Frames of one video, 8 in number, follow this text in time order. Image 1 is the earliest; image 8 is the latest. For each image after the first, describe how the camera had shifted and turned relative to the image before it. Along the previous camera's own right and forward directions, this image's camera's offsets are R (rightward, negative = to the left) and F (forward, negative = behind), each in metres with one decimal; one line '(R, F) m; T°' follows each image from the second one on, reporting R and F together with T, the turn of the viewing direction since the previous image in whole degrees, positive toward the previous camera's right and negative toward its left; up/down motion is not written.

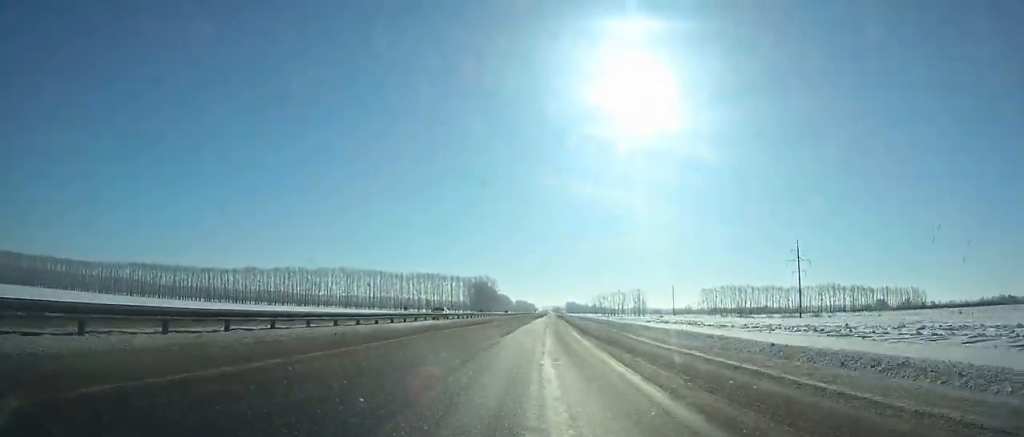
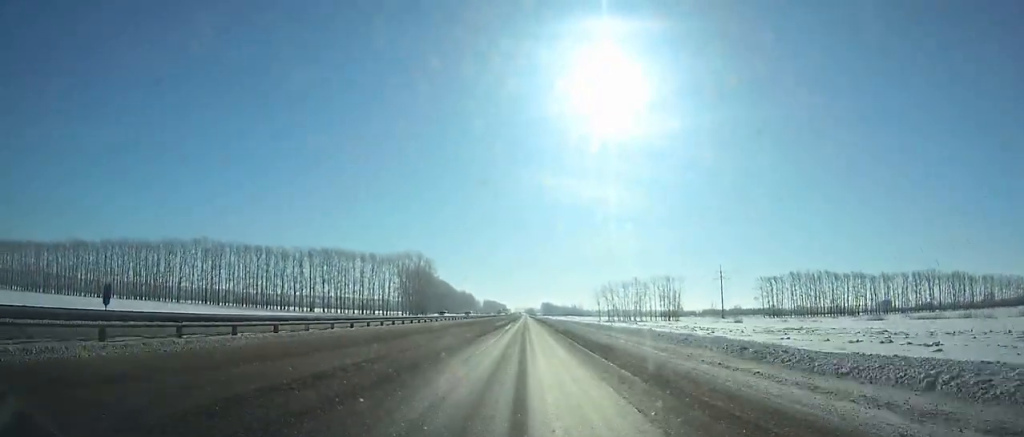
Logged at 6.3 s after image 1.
(+4.2, +145.2) m; +2°
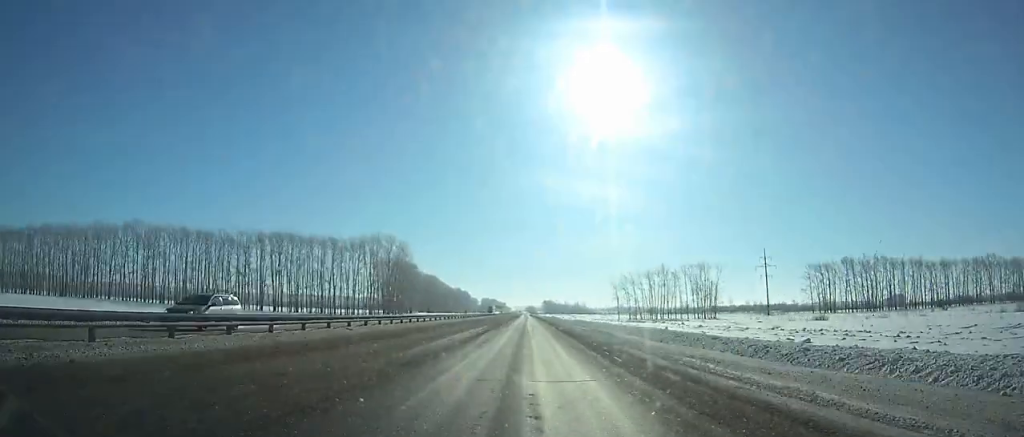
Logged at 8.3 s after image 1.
(-0.1, +48.0) m; 0°
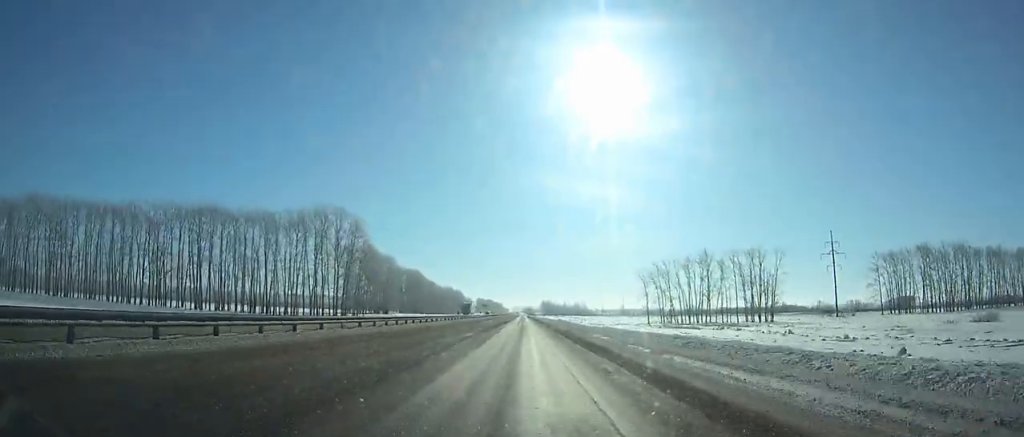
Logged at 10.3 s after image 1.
(-0.1, +48.8) m; 0°
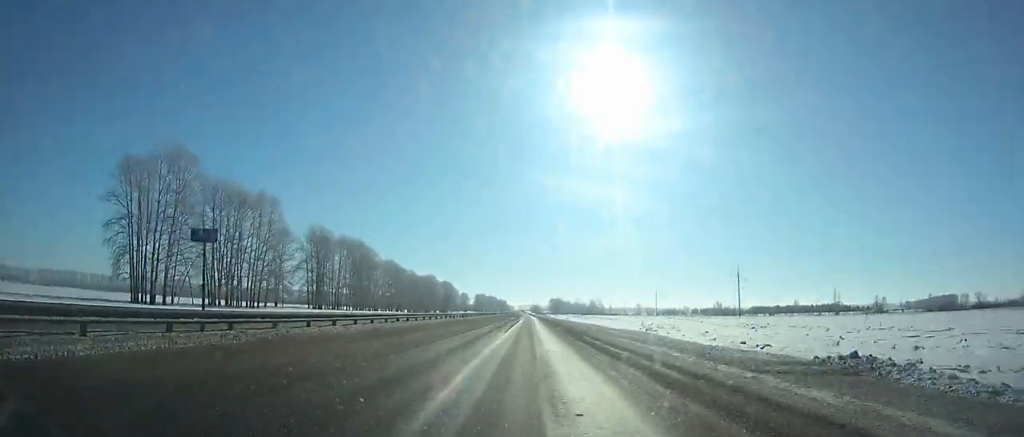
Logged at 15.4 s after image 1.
(-0.1, +125.3) m; 0°
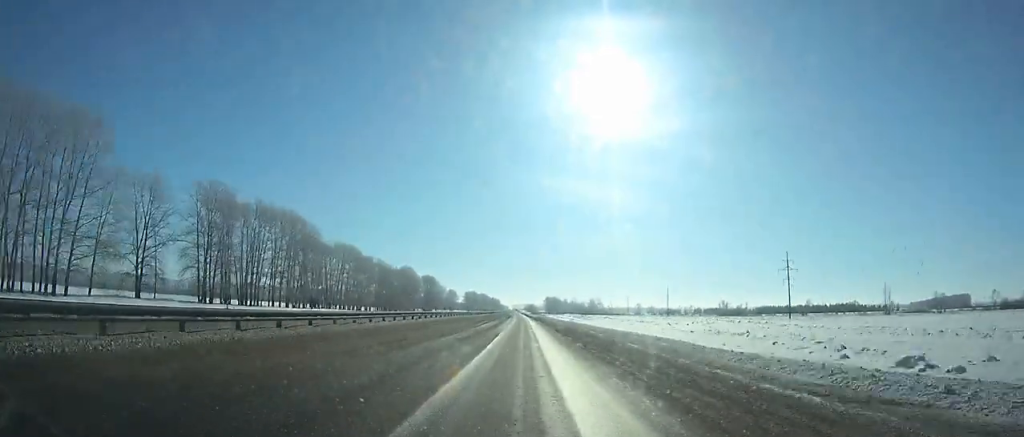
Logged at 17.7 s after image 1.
(+0.2, +53.5) m; 0°
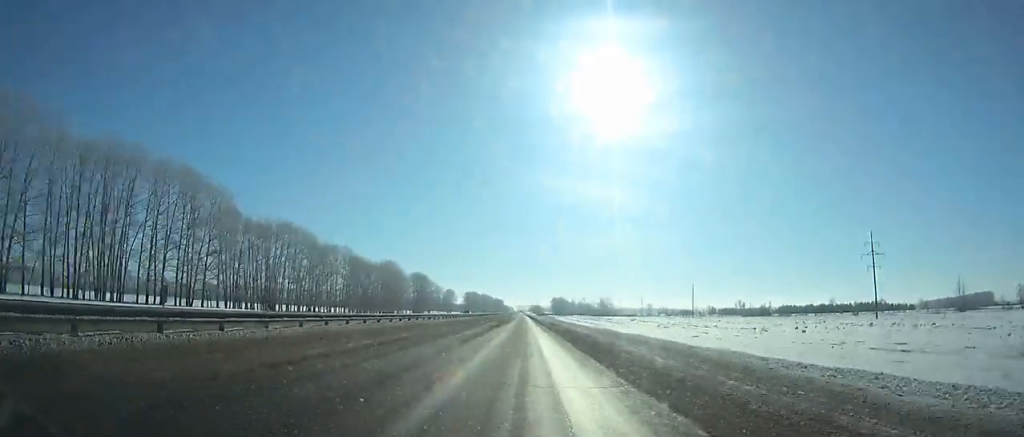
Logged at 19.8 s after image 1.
(+0.1, +47.8) m; 0°
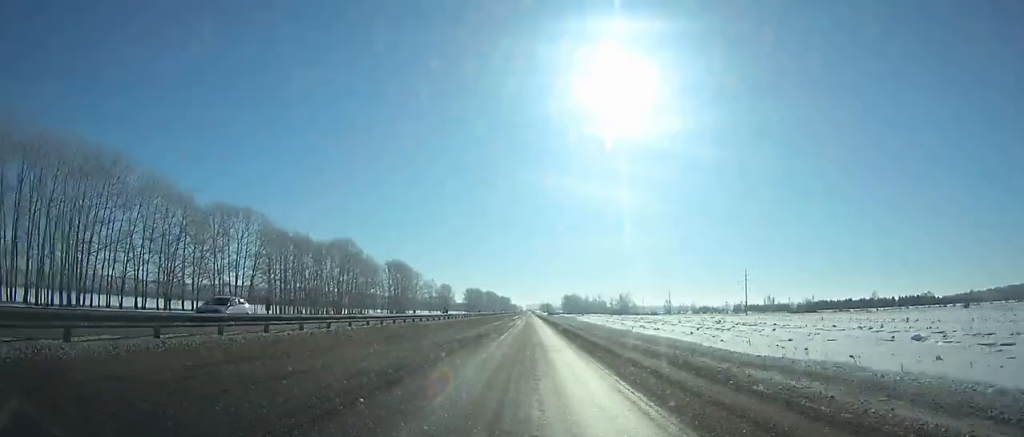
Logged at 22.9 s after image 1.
(-0.4, +70.0) m; 0°
